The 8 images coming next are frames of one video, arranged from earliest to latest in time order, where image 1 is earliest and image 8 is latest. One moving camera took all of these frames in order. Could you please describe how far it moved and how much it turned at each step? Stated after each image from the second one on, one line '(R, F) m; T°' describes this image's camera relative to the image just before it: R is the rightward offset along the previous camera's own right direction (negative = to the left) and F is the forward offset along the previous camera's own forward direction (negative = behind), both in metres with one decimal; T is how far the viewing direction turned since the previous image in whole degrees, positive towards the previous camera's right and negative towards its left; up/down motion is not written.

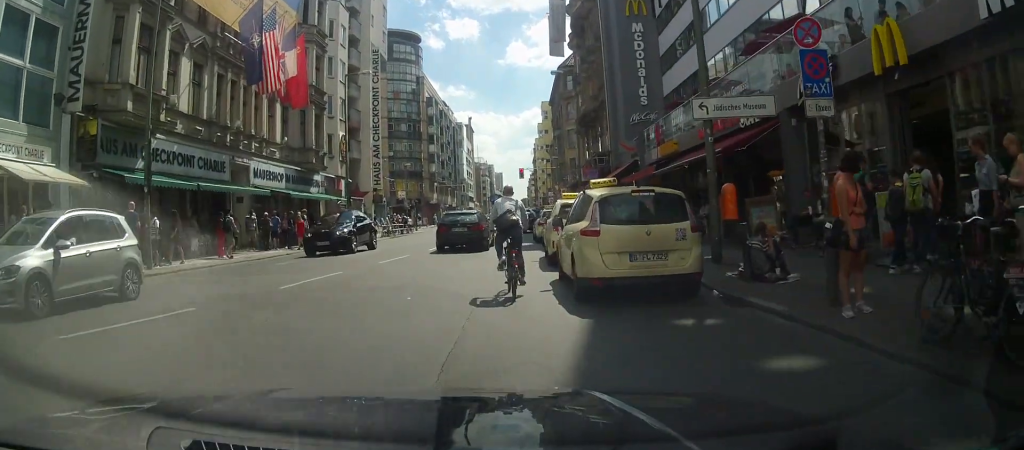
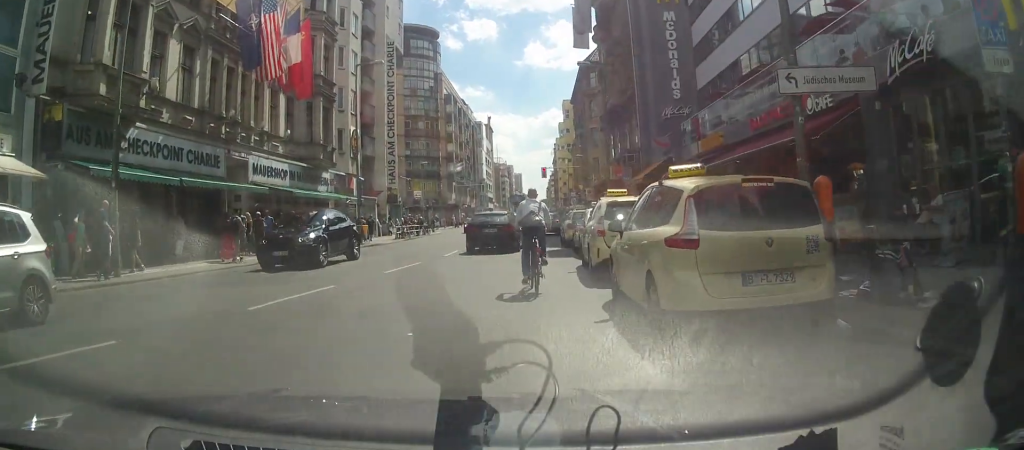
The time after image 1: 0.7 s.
(0.0, +3.1) m; +2°
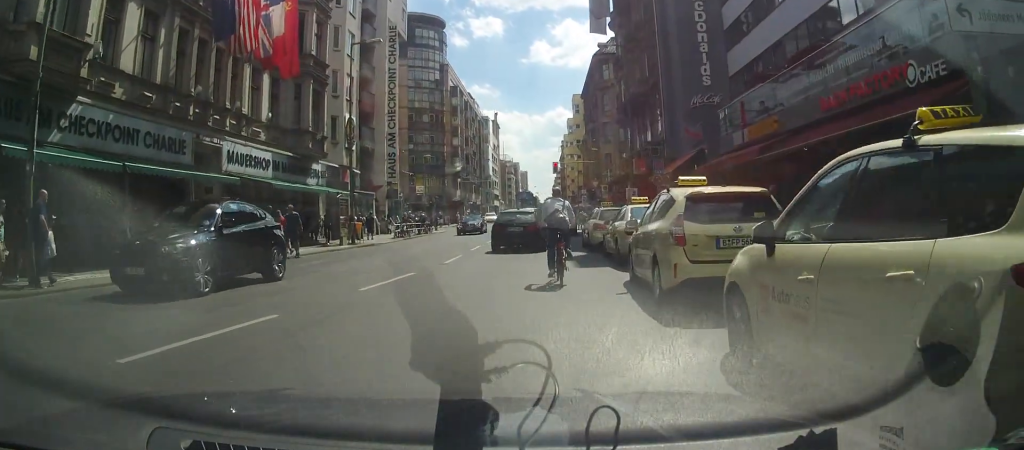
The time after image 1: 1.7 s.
(+0.1, +4.3) m; +1°
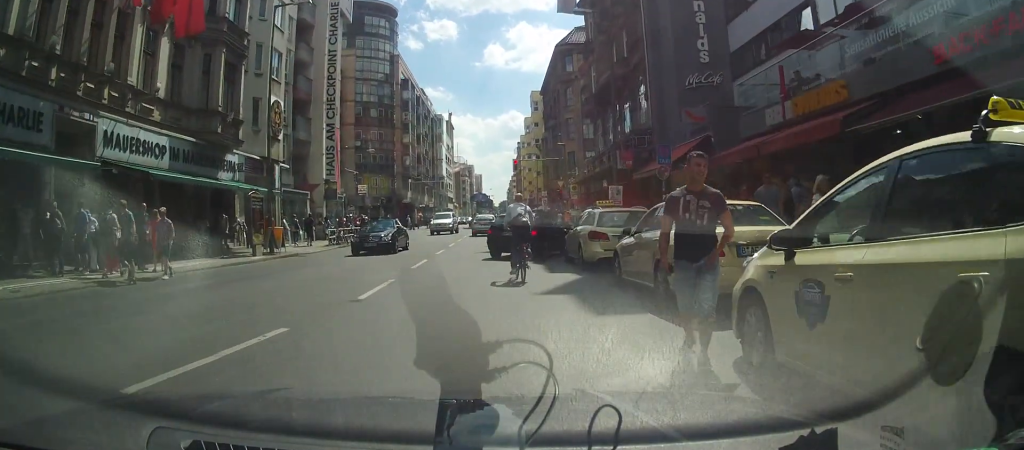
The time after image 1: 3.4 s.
(-0.2, +7.5) m; -1°
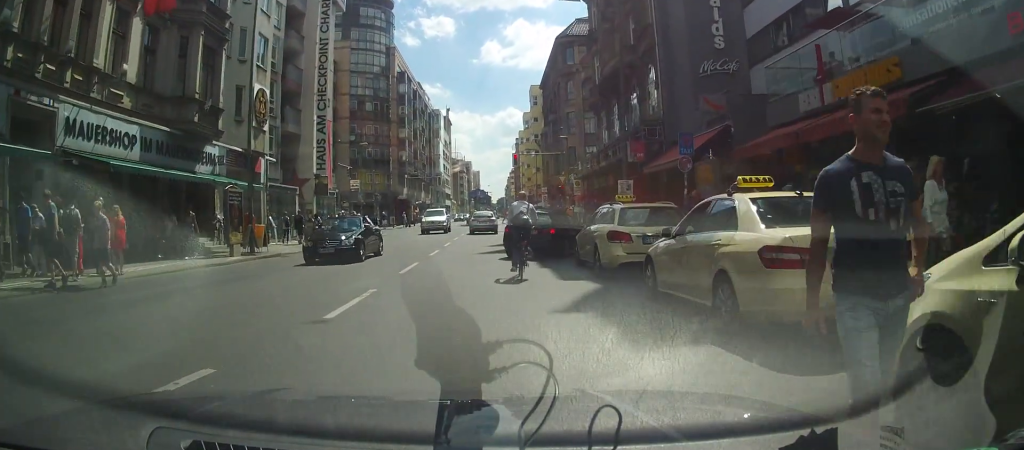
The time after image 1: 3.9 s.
(+0.2, +2.6) m; 0°
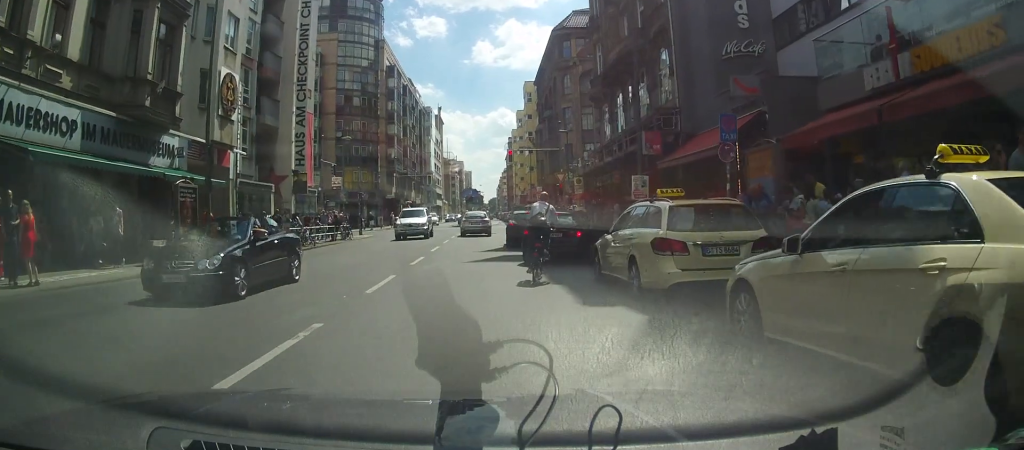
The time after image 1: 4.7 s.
(0.0, +4.0) m; -3°
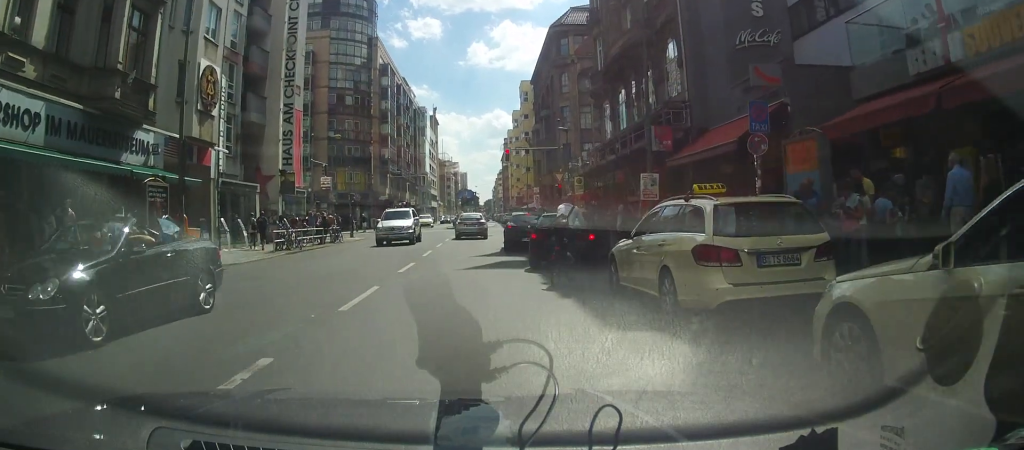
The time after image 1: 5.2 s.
(0.0, +2.1) m; -3°
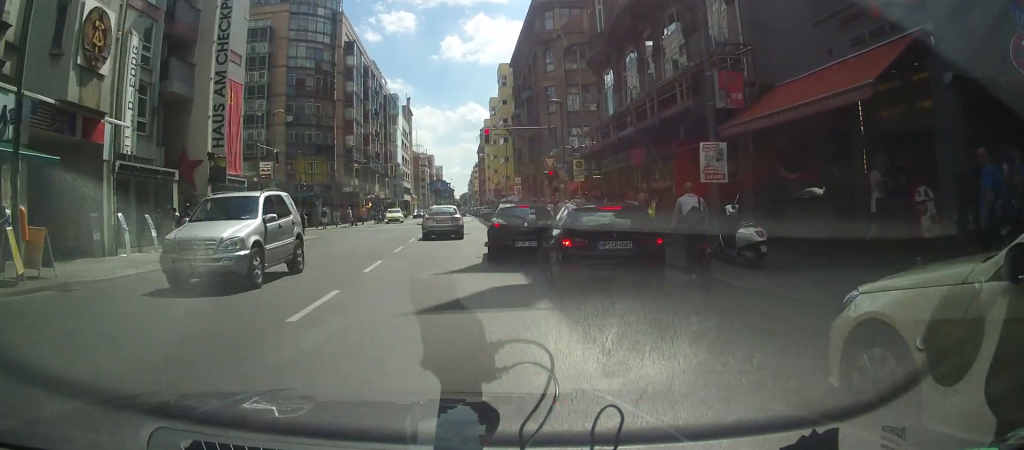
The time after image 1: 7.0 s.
(-0.3, +9.2) m; 0°
